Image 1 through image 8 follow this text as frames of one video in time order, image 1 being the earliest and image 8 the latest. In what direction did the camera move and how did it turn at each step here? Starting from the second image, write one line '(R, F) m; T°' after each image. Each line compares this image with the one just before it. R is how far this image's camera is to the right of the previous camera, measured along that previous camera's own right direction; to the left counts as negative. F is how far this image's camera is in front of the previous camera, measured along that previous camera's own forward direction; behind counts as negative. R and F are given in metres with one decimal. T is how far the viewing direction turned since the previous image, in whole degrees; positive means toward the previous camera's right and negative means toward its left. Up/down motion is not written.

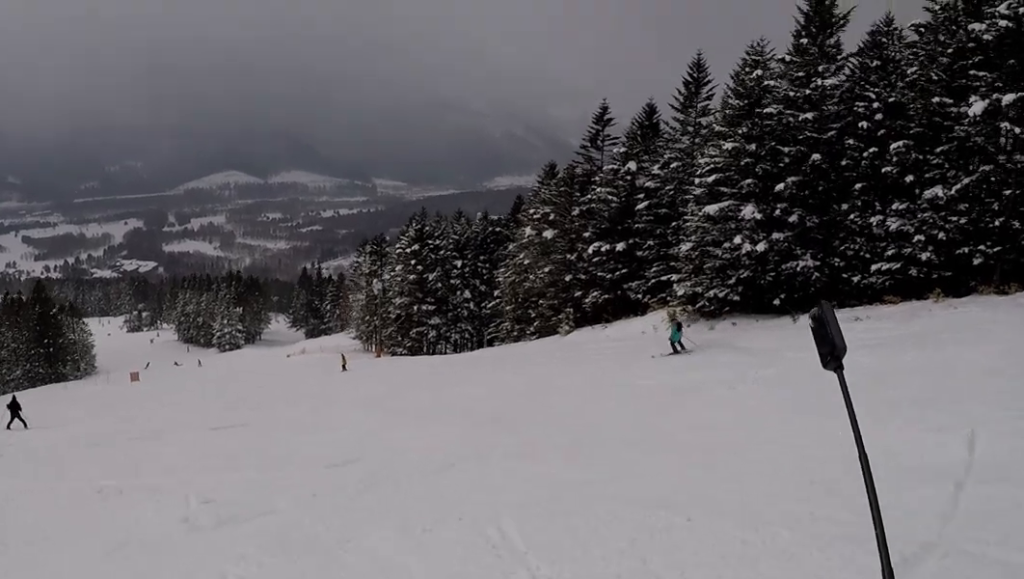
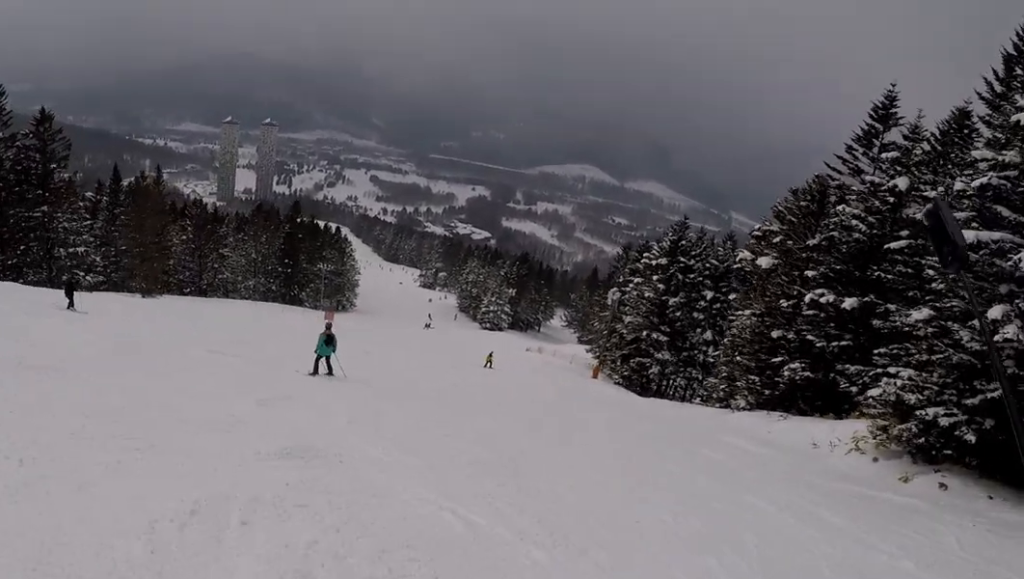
(-8.0, +10.8) m; -73°
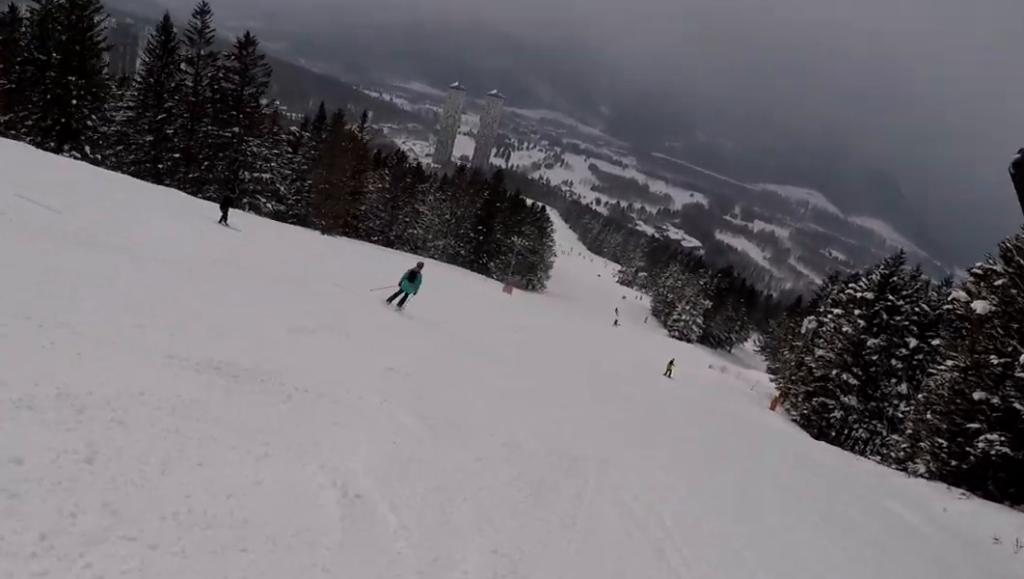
(+0.1, +2.8) m; -16°
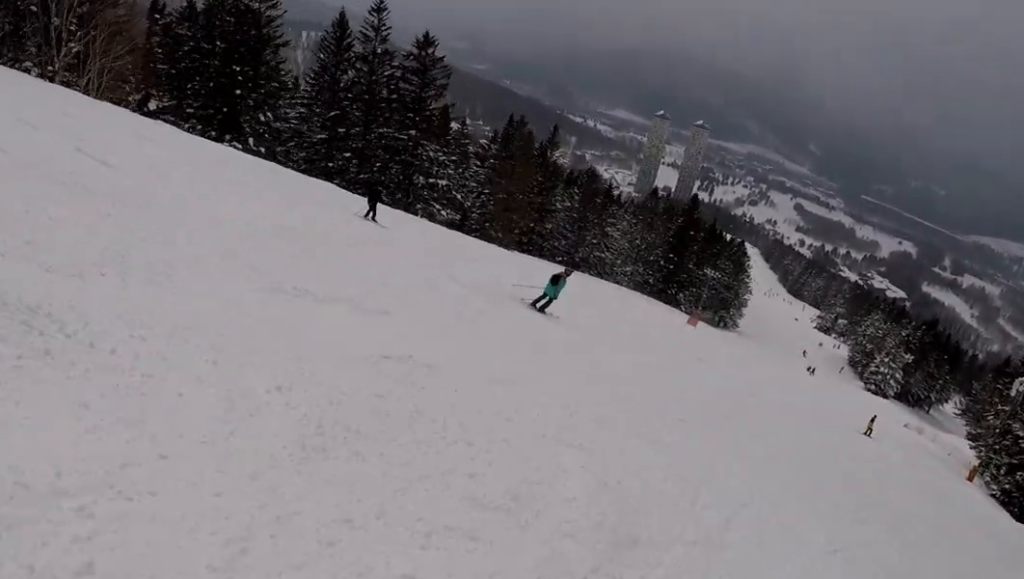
(-0.6, +2.5) m; -16°
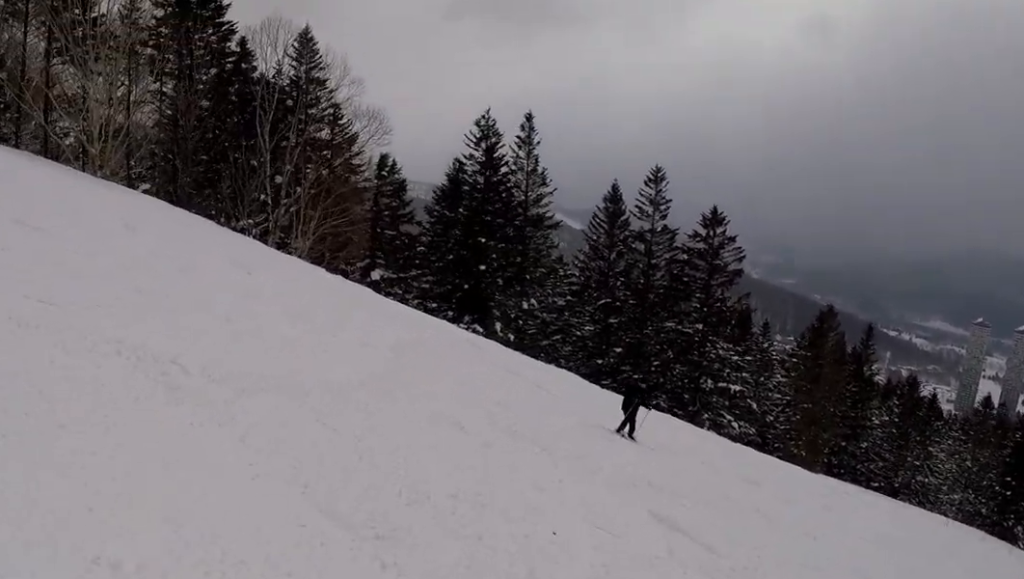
(-2.7, +7.3) m; -22°
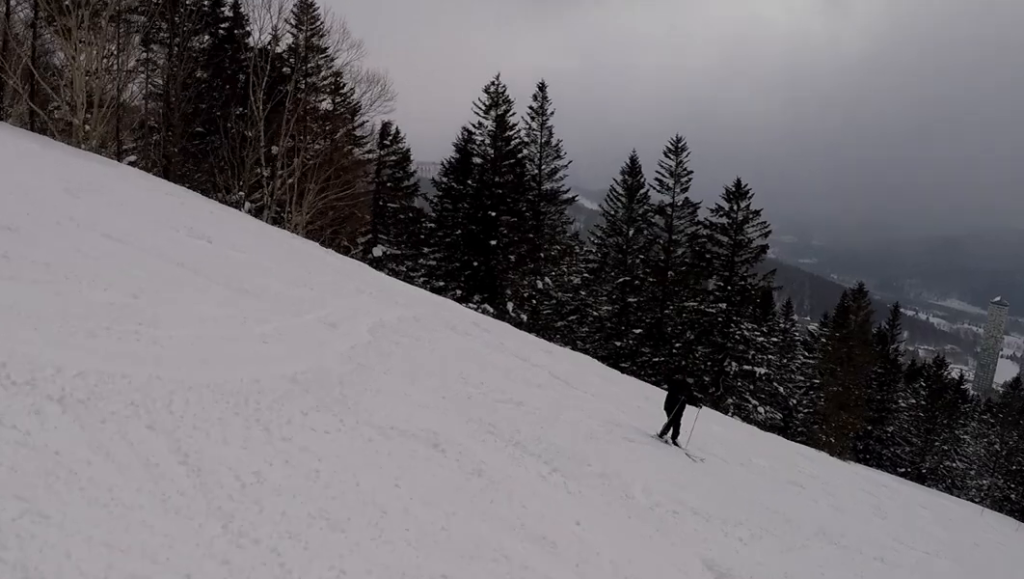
(0.0, +2.4) m; +2°
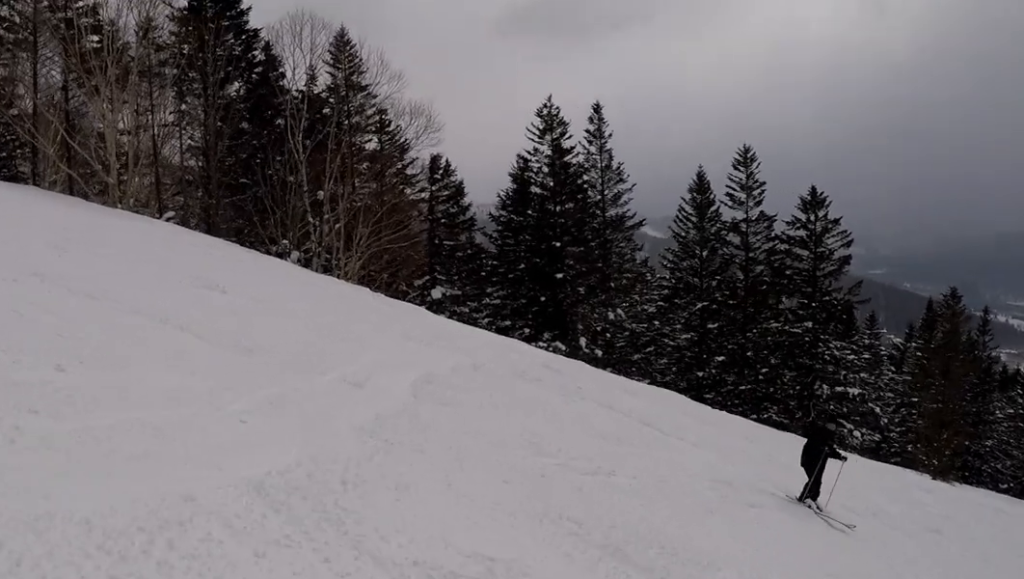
(-0.1, +2.4) m; +8°
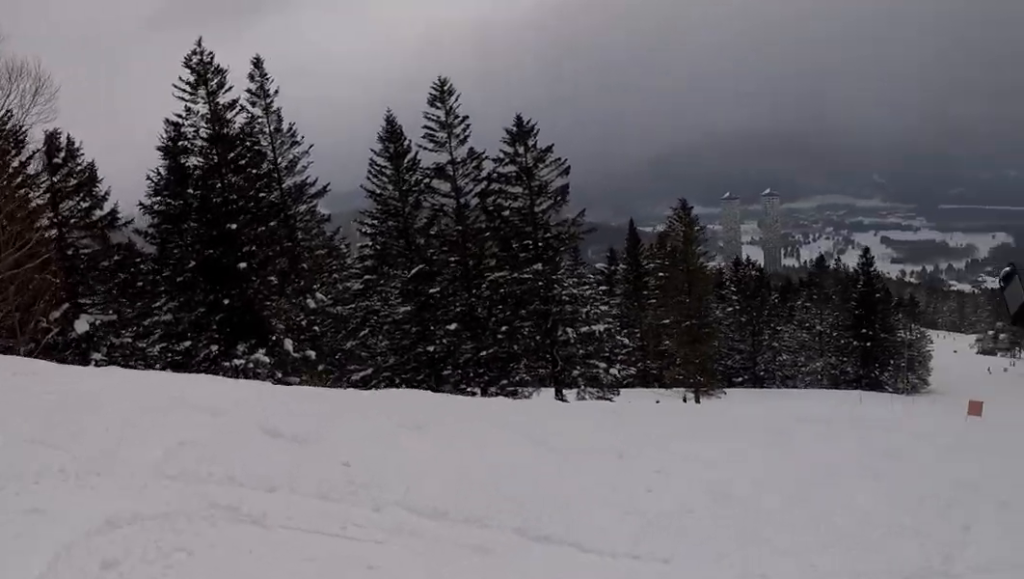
(+2.8, +8.0) m; +56°
